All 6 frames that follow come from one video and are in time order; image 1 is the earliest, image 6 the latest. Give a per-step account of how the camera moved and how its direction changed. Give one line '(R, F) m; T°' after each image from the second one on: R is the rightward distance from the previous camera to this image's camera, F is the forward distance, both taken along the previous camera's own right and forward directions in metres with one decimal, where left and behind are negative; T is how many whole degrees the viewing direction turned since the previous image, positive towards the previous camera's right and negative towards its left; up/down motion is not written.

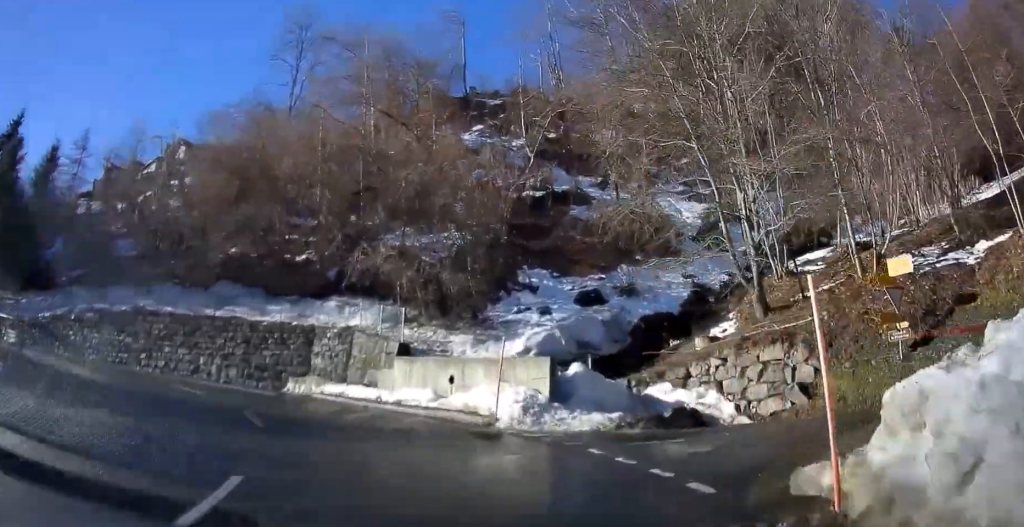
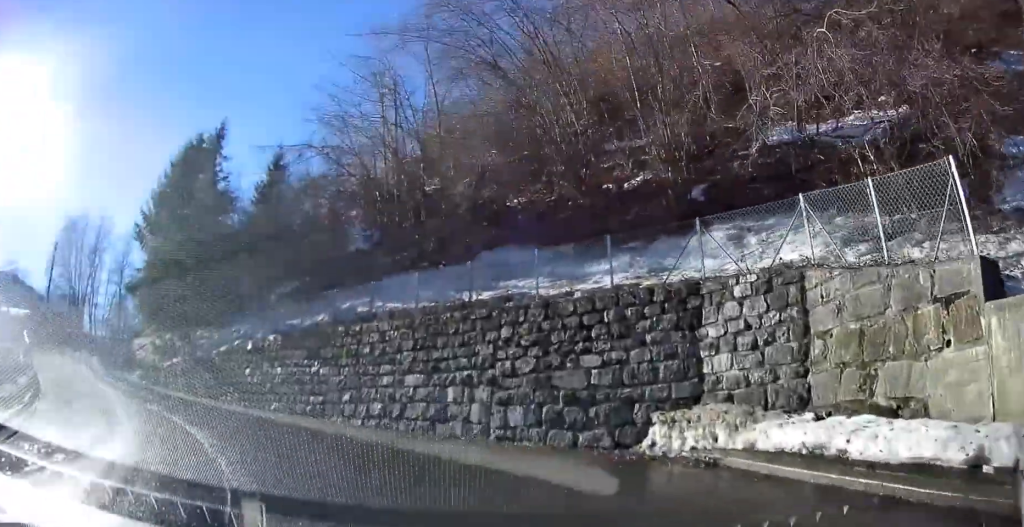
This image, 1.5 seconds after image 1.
(-2.6, +13.7) m; -27°
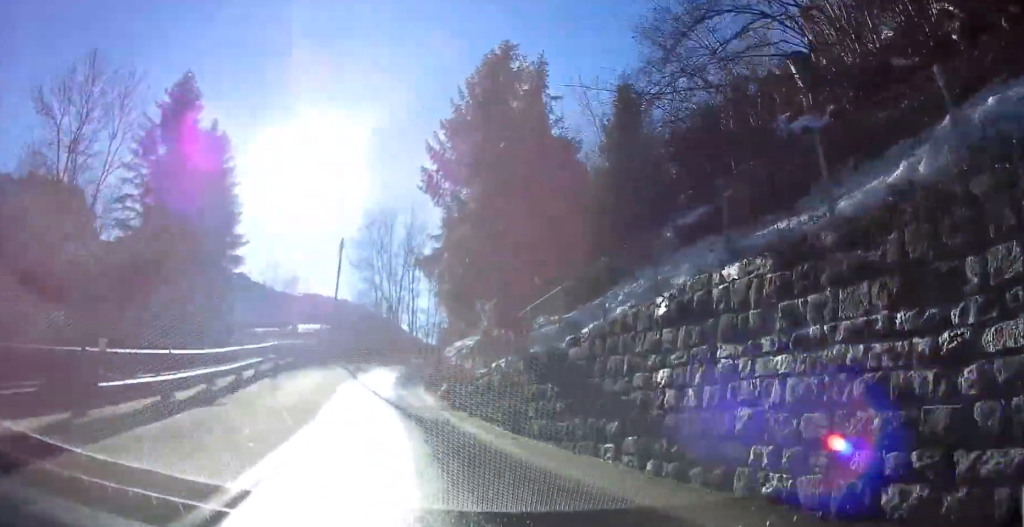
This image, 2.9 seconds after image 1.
(-3.1, +11.7) m; -27°
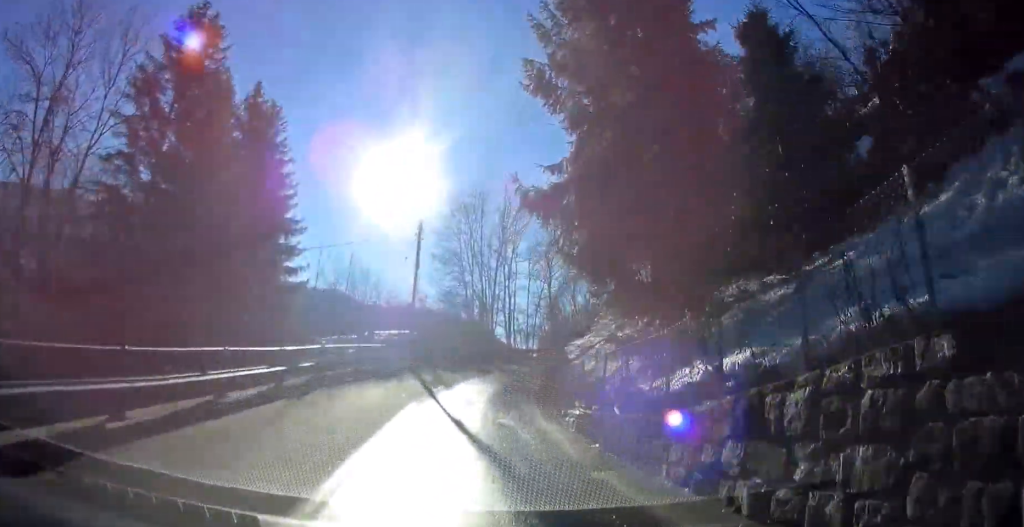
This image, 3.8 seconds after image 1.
(-0.9, +8.0) m; -10°
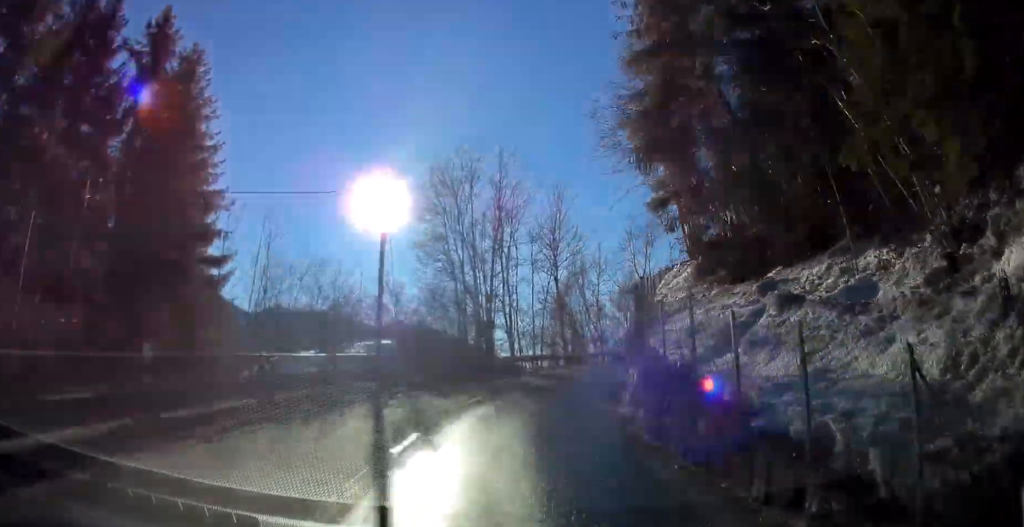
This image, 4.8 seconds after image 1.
(-0.6, +10.2) m; -2°
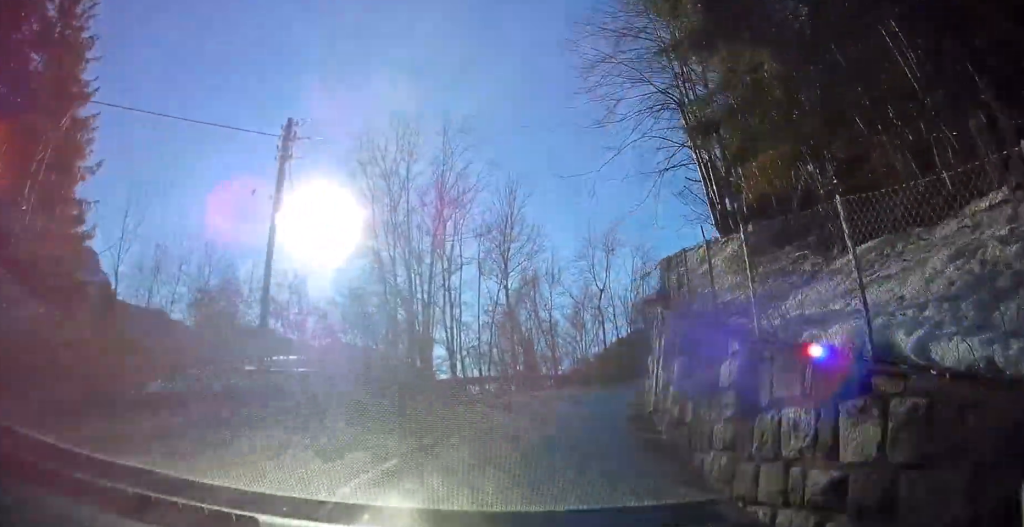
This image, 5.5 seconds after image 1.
(+0.1, +7.2) m; +4°
